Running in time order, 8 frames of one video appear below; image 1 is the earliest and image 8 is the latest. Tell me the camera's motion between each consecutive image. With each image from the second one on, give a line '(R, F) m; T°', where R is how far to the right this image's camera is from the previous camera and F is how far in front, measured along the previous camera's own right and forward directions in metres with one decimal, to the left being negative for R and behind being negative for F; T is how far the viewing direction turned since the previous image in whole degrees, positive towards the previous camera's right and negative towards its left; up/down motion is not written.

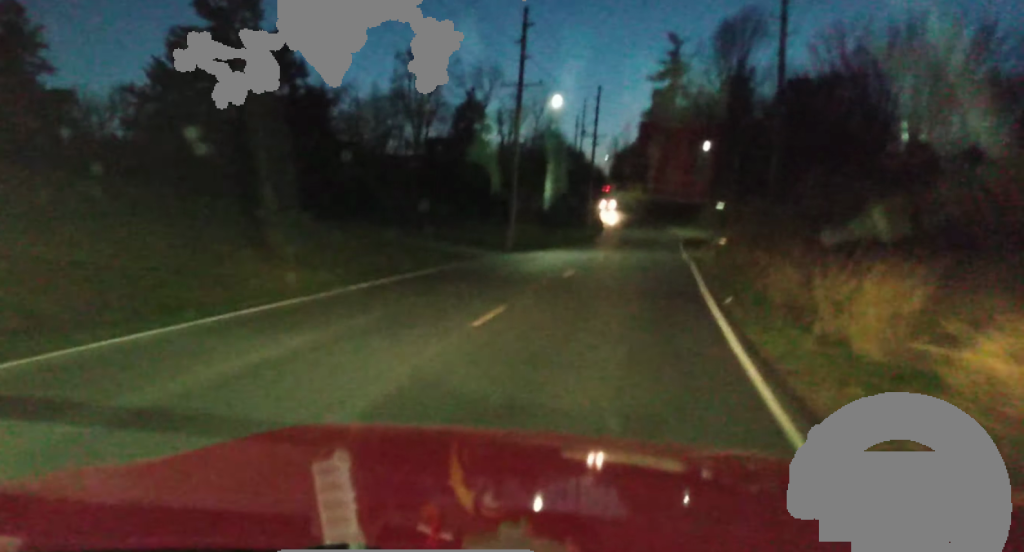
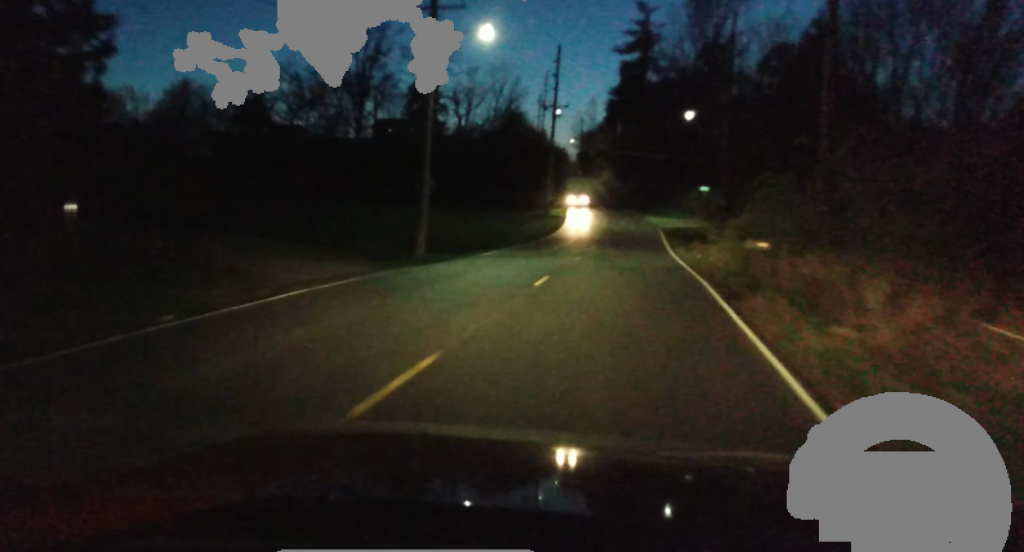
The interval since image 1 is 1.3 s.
(+1.1, +18.8) m; +3°
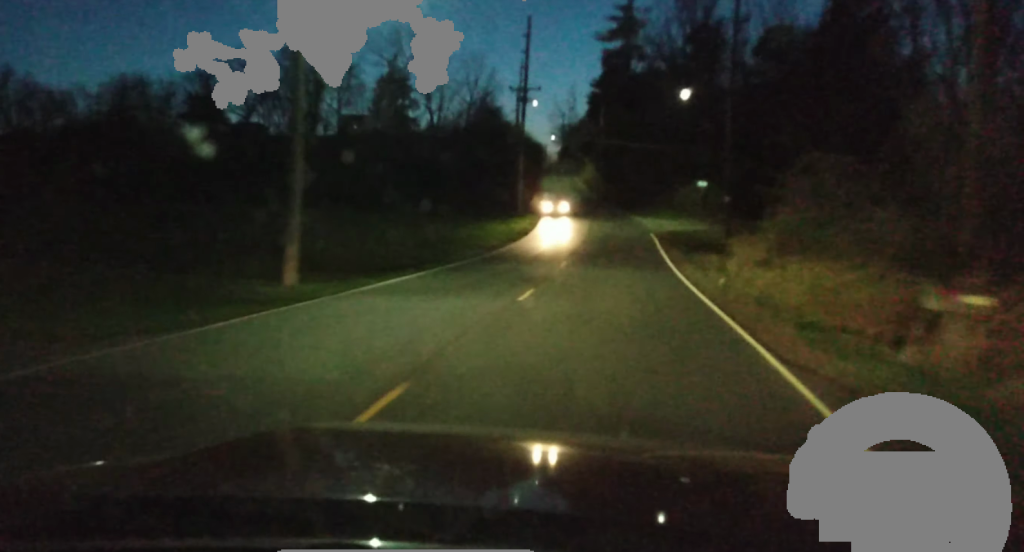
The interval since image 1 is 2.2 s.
(-0.3, +14.2) m; -1°
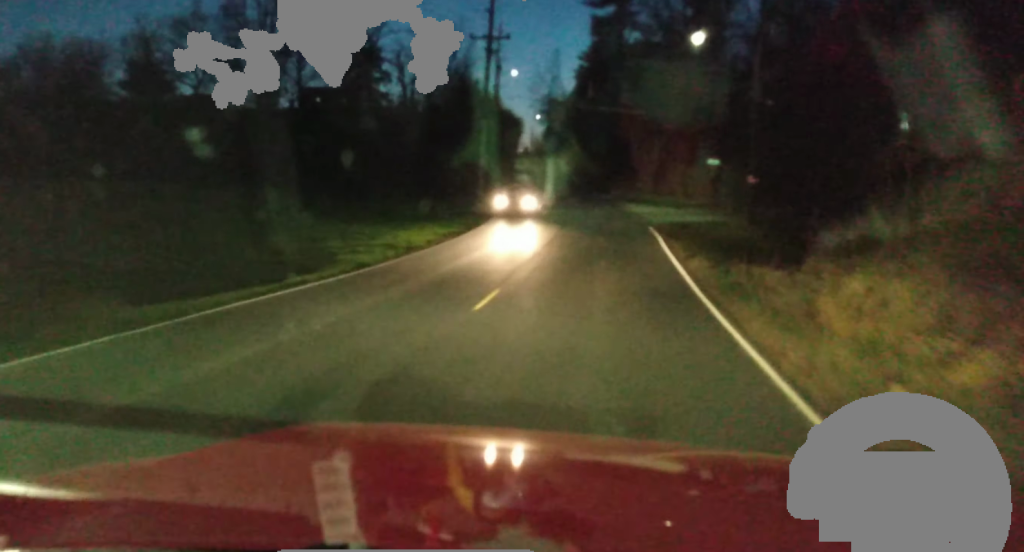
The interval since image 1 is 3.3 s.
(-0.1, +16.5) m; +1°
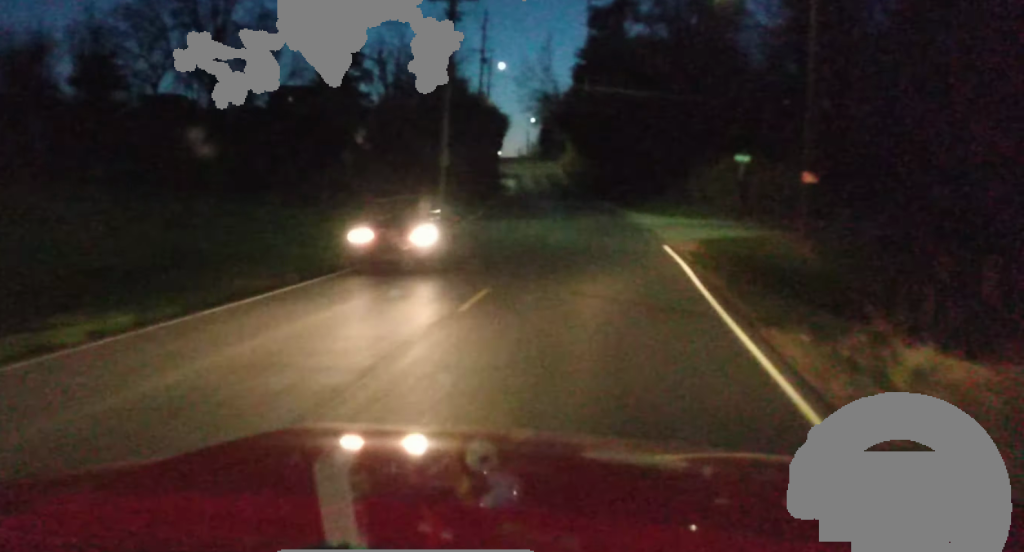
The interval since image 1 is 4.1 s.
(+0.3, +13.5) m; +1°
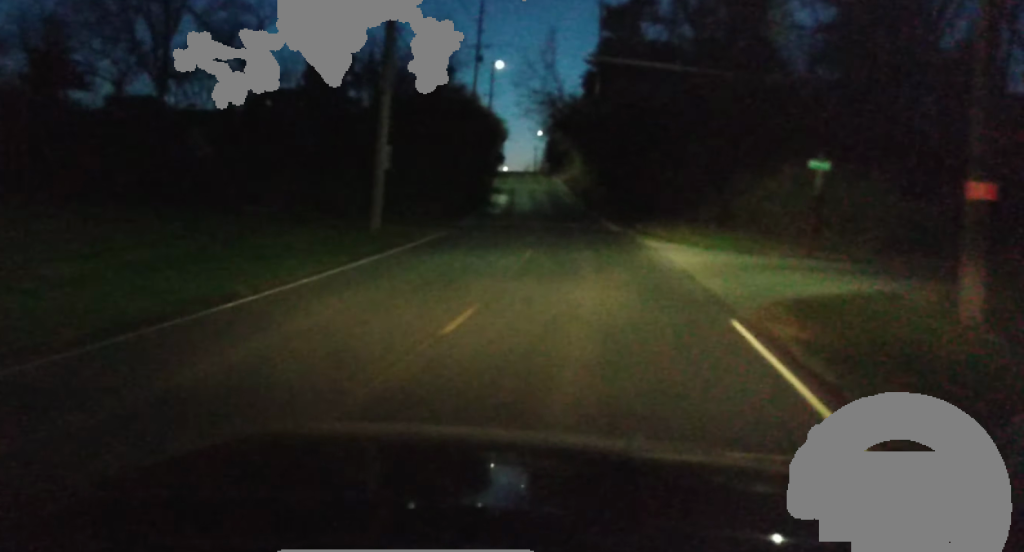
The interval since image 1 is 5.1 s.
(+0.1, +14.9) m; +1°
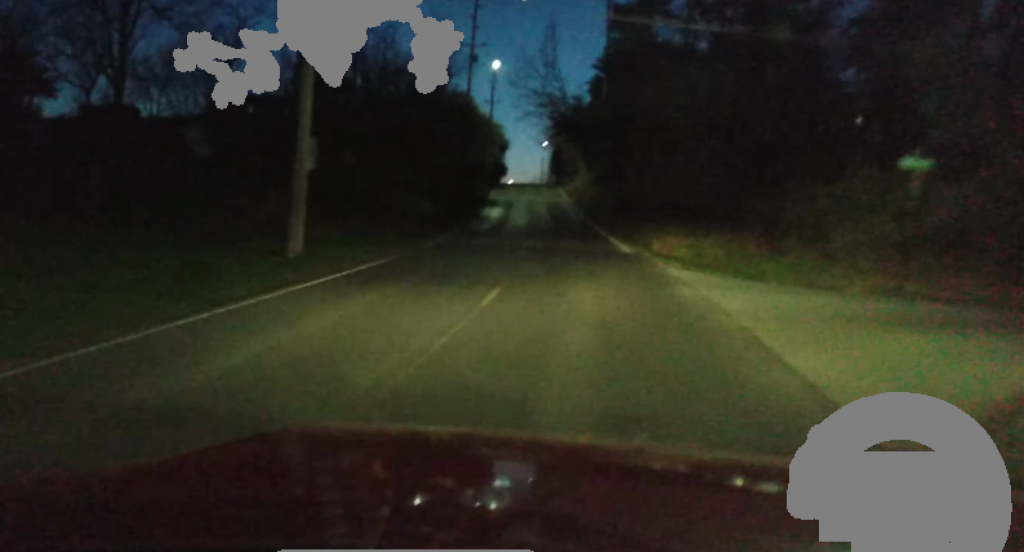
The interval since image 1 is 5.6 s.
(0.0, +8.1) m; -1°
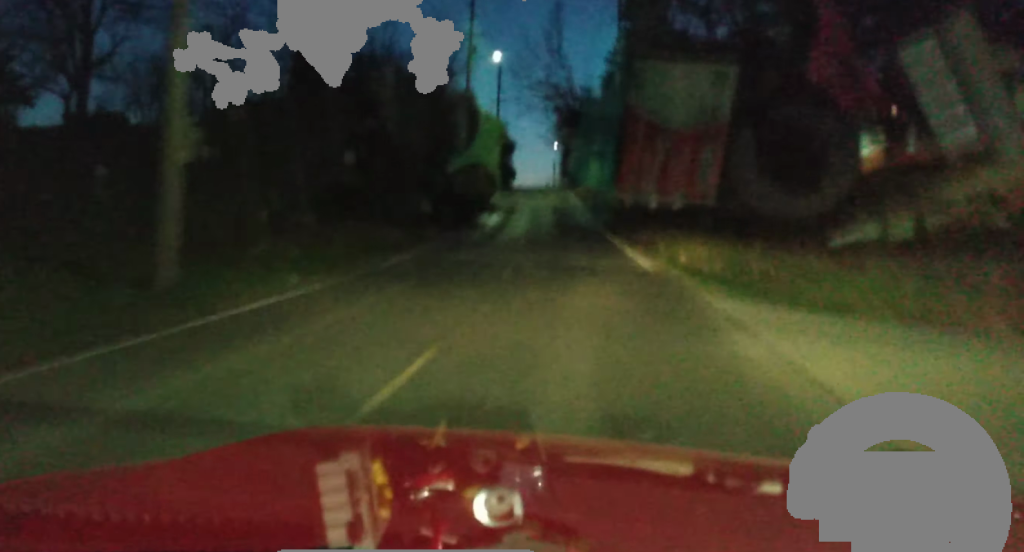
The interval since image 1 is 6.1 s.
(+0.3, +7.1) m; -1°
